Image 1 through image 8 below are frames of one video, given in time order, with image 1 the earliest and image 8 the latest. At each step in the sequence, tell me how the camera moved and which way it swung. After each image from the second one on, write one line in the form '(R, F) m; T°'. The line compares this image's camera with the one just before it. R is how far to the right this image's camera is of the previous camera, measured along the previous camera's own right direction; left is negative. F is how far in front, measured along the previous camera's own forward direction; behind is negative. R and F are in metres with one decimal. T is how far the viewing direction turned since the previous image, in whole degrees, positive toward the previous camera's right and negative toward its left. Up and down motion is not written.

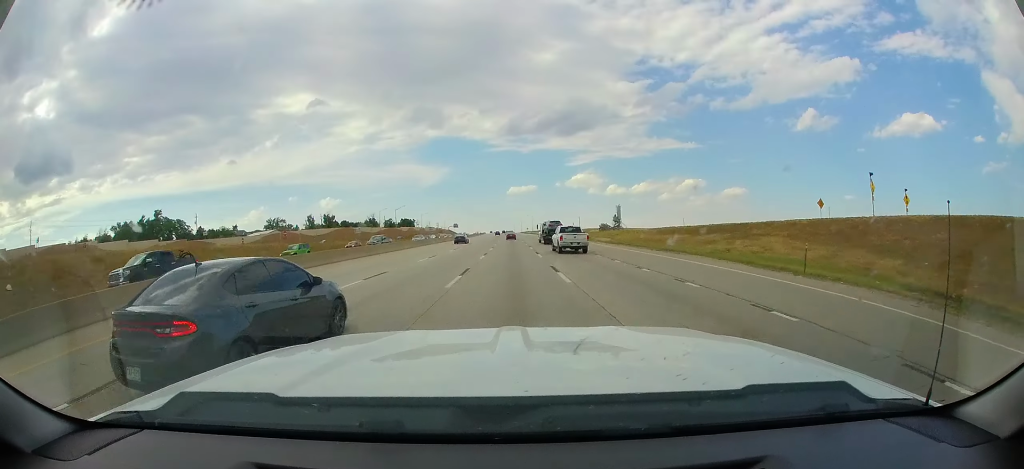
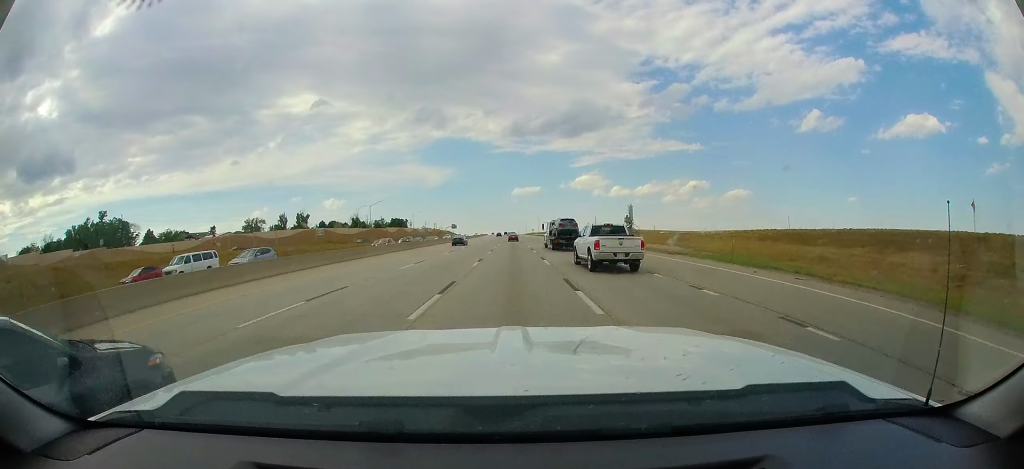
(-0.3, +28.6) m; -1°
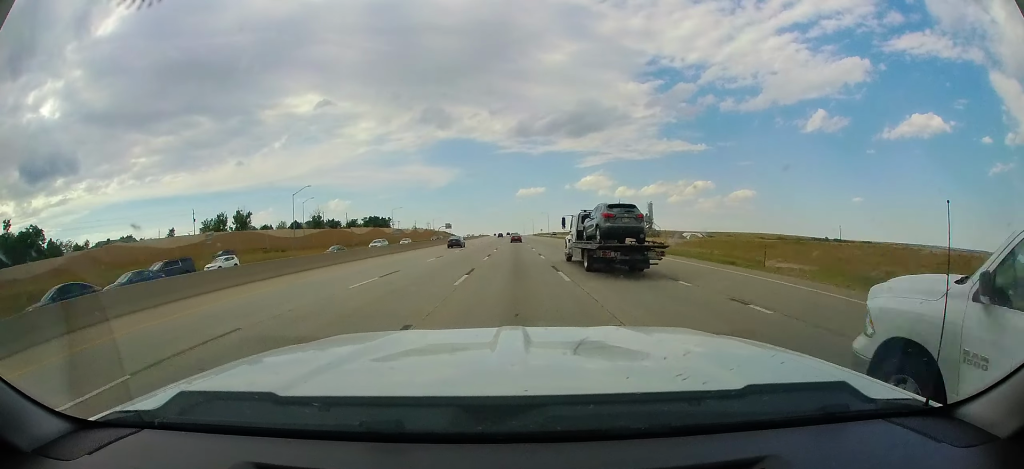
(-0.5, +43.3) m; -1°
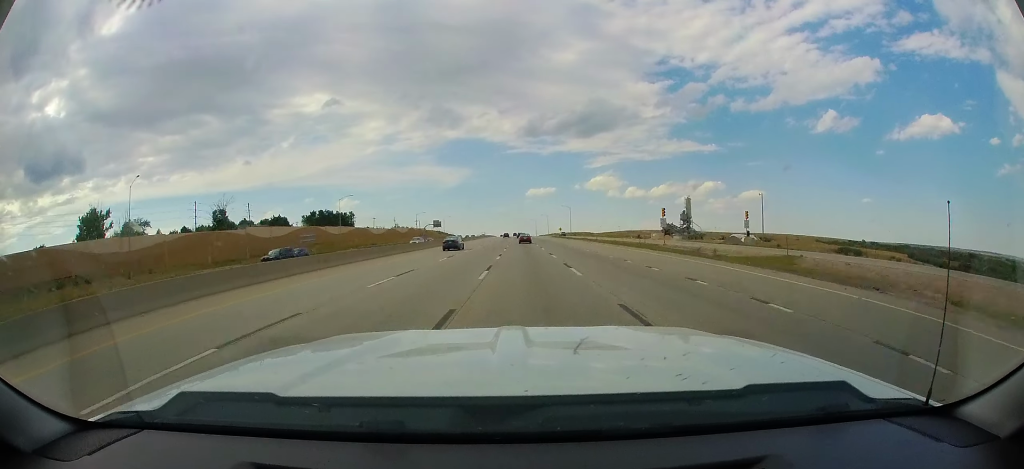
(-0.4, +59.7) m; -1°
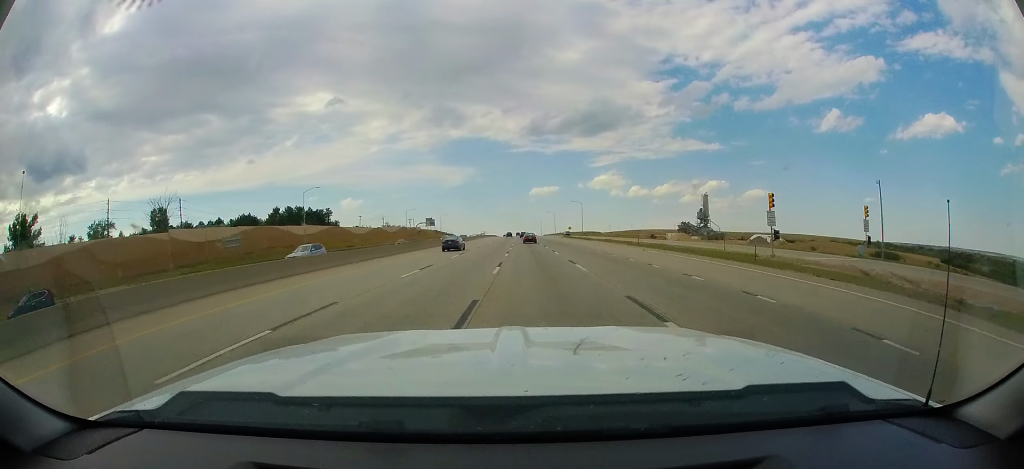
(0.0, +21.9) m; 0°
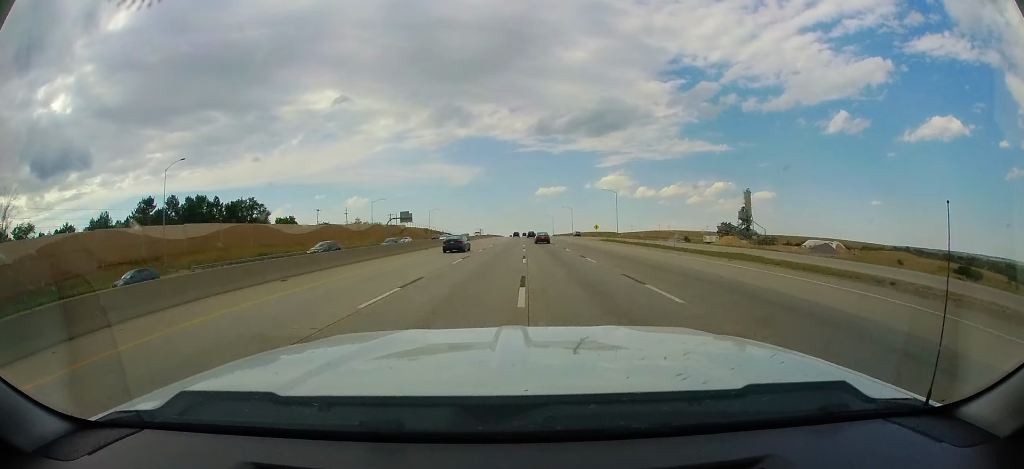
(-0.5, +44.0) m; -1°
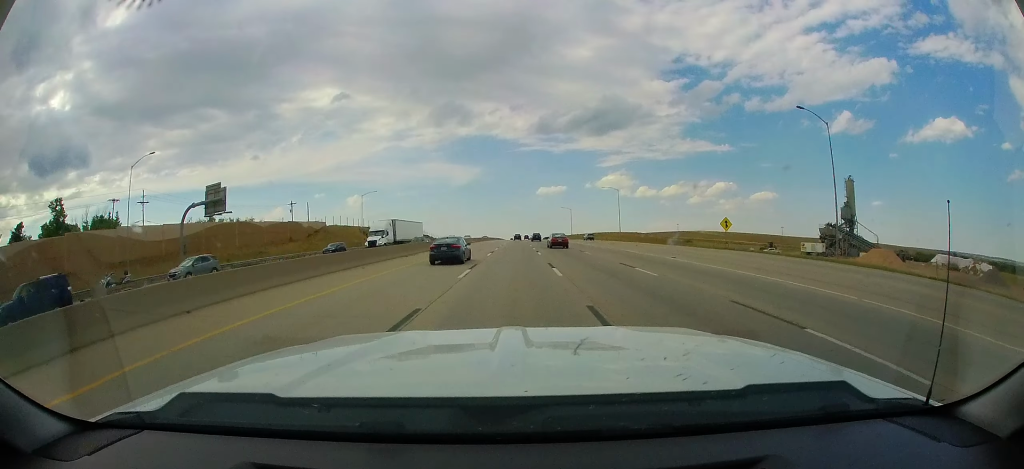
(-0.2, +79.6) m; 0°
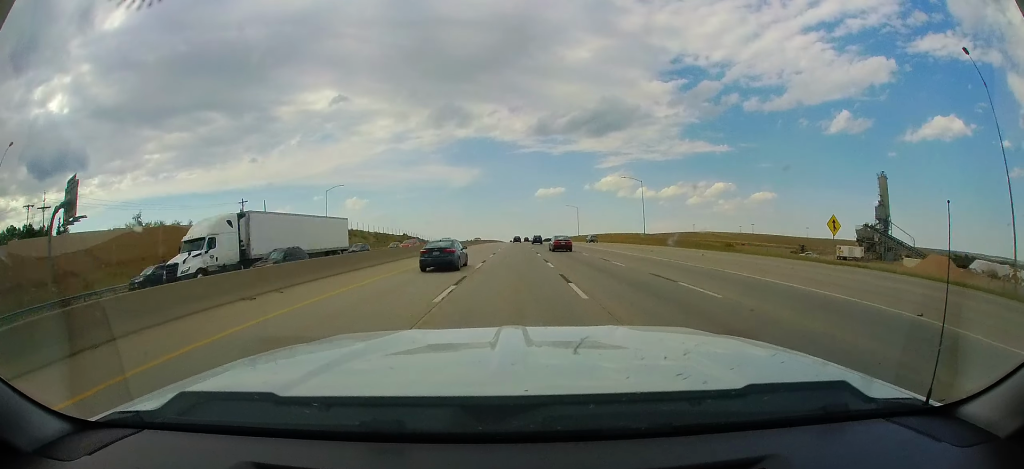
(0.0, +19.2) m; 0°
